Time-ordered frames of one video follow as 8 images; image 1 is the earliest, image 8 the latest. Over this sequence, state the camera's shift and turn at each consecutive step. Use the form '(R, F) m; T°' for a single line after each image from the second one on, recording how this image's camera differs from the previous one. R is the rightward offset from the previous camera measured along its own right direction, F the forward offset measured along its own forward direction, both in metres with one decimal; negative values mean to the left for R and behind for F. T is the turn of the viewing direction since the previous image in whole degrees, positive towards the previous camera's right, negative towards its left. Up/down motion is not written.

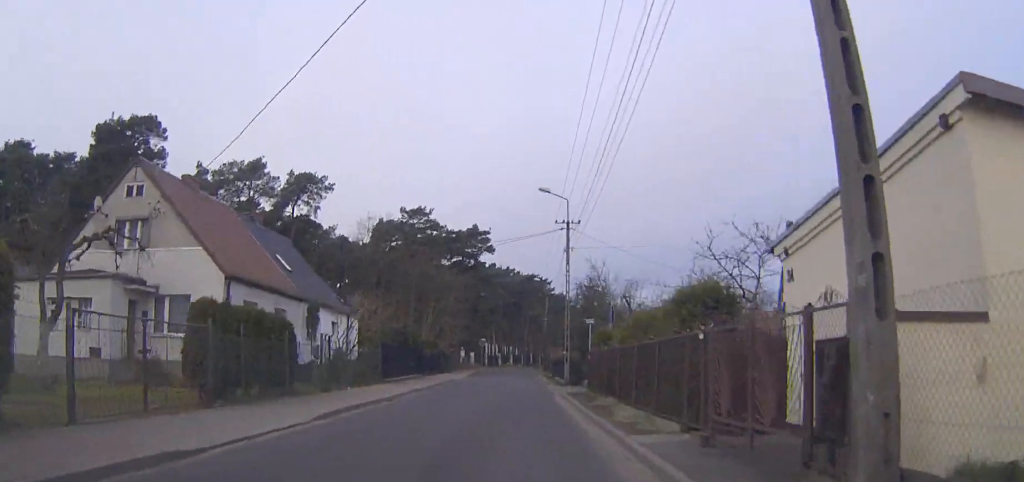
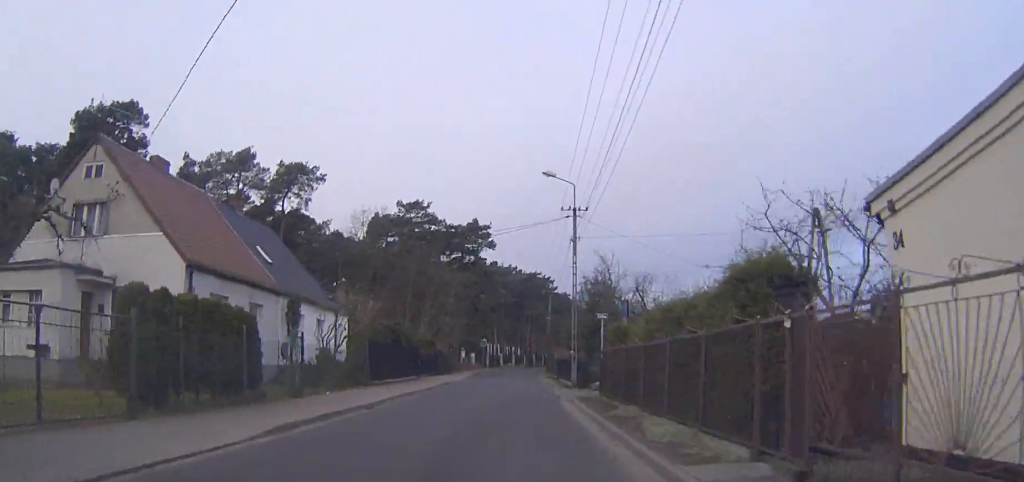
(0.0, +3.3) m; 0°
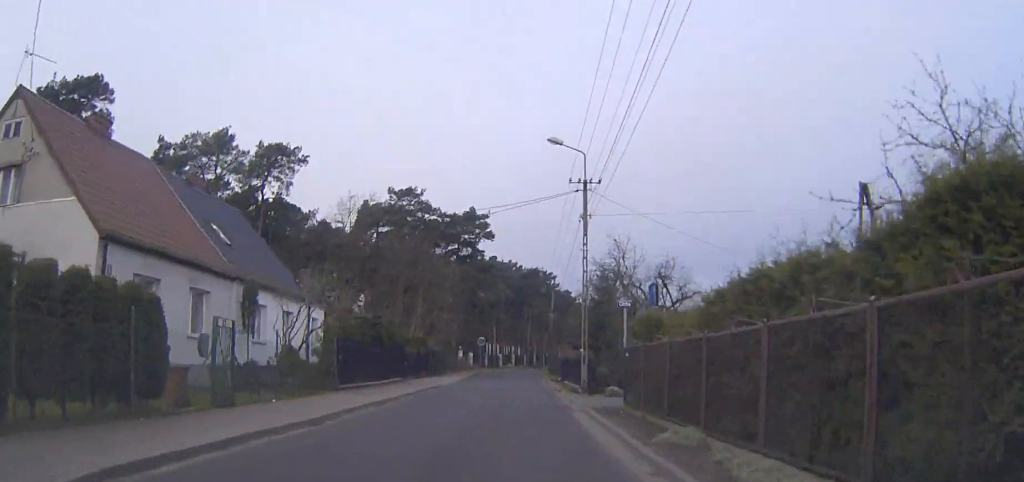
(0.0, +5.2) m; 0°
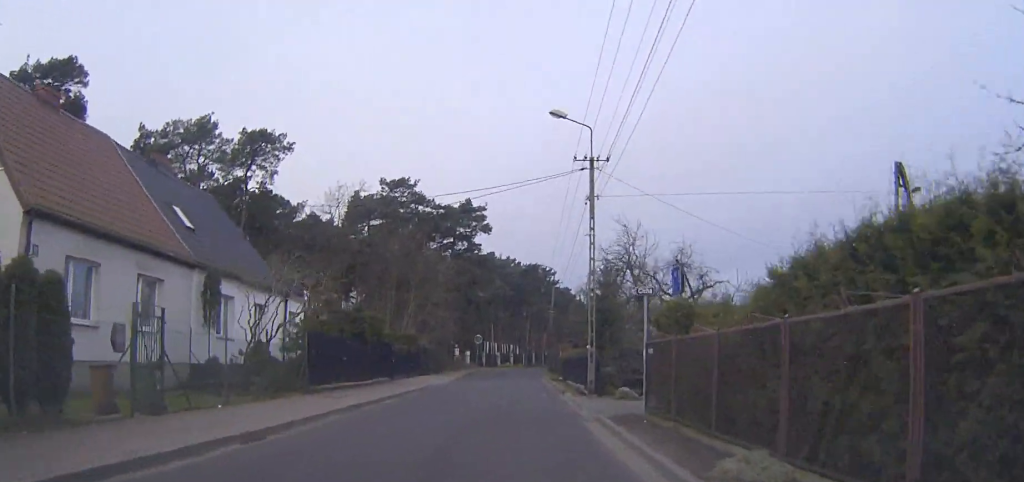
(0.0, +3.3) m; 0°
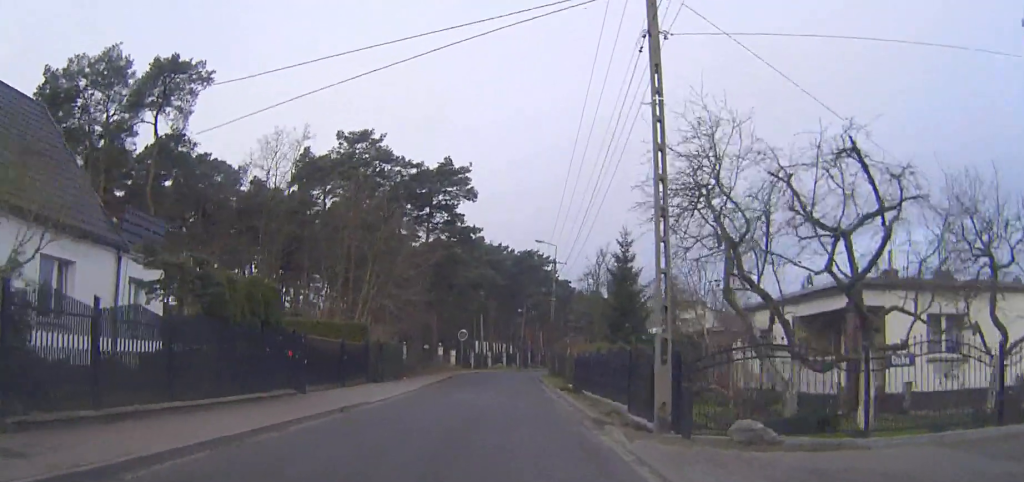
(0.0, +13.6) m; 0°
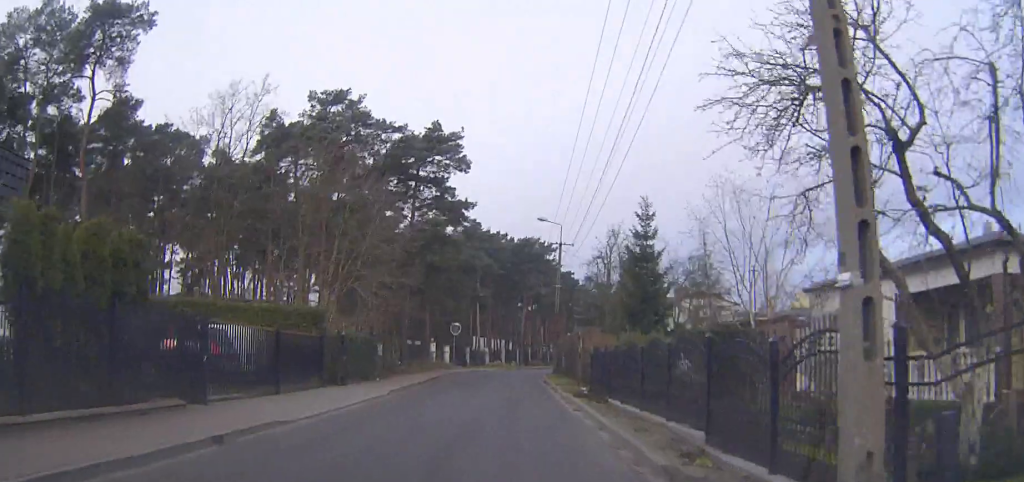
(0.0, +7.2) m; 0°
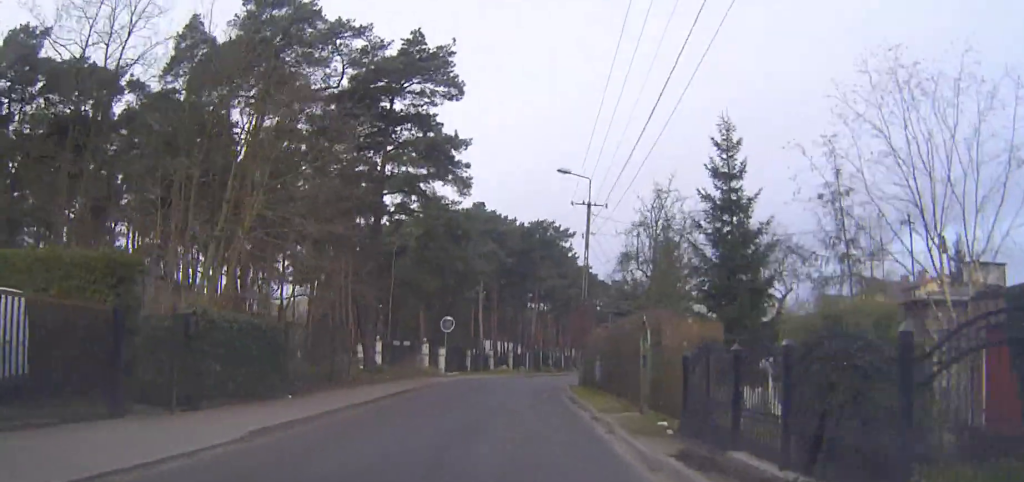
(0.0, +13.2) m; -1°
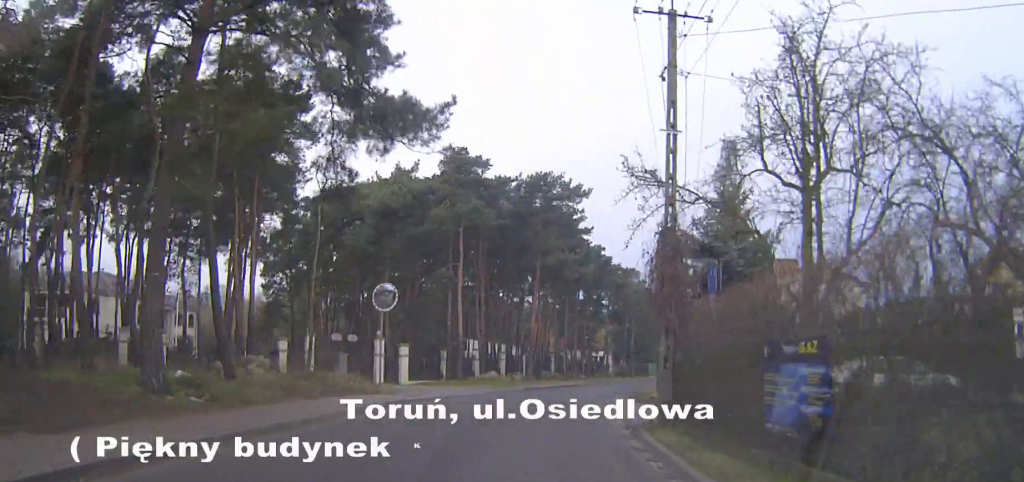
(0.0, +19.5) m; +1°
